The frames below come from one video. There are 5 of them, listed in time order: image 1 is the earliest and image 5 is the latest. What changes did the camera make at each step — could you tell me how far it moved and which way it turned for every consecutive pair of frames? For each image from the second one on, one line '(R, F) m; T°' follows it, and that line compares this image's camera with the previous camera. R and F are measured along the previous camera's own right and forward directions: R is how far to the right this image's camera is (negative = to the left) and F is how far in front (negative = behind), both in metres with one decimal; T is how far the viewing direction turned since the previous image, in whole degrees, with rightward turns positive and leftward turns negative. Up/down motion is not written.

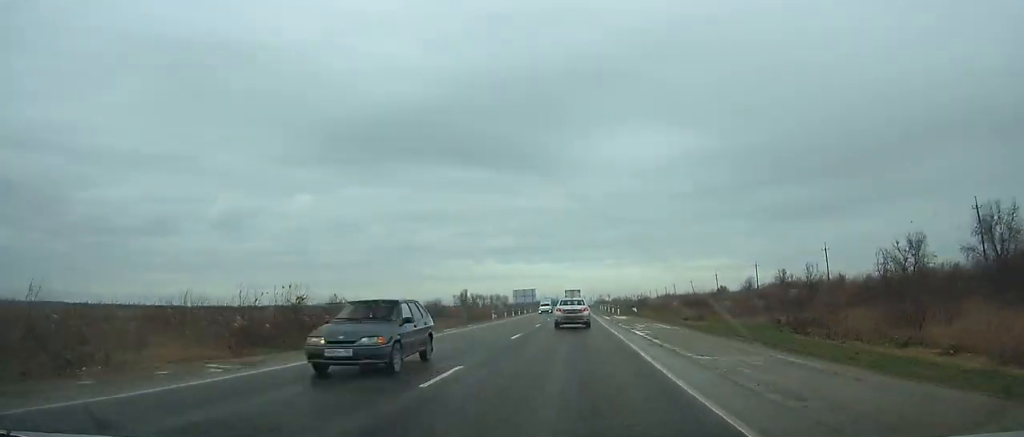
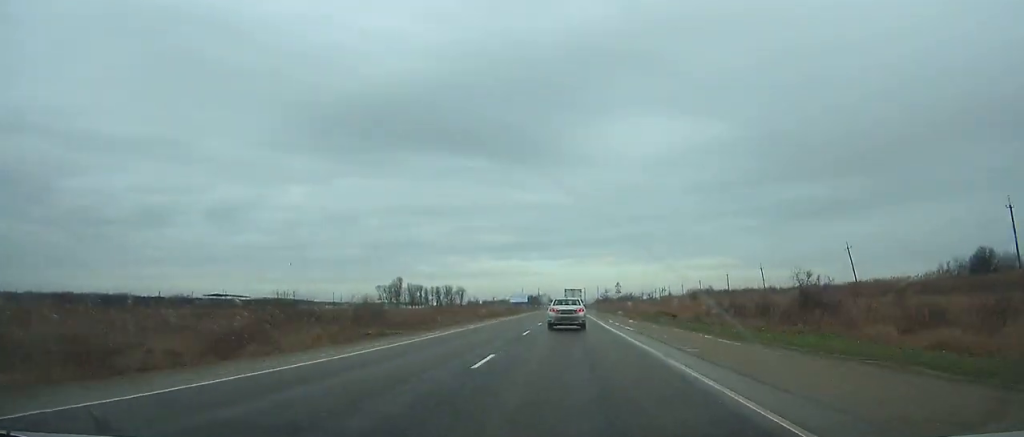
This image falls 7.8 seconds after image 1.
(+0.7, +151.8) m; 0°
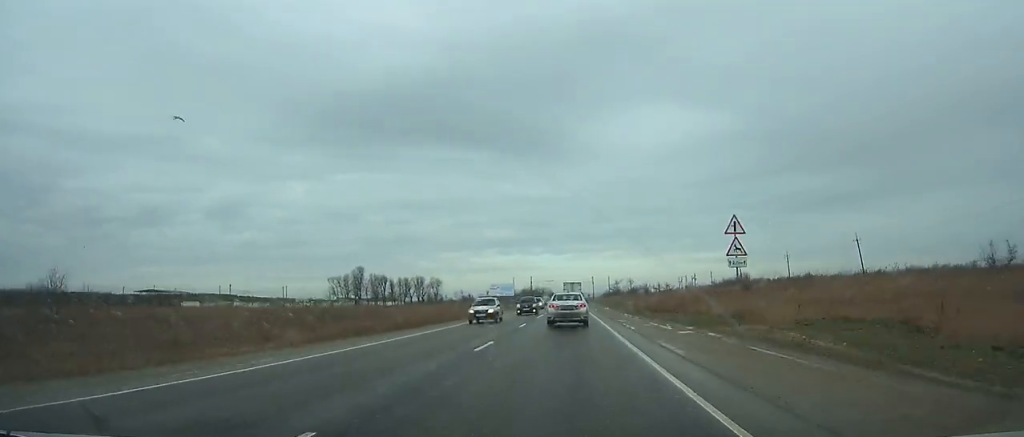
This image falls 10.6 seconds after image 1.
(+0.1, +55.6) m; 0°
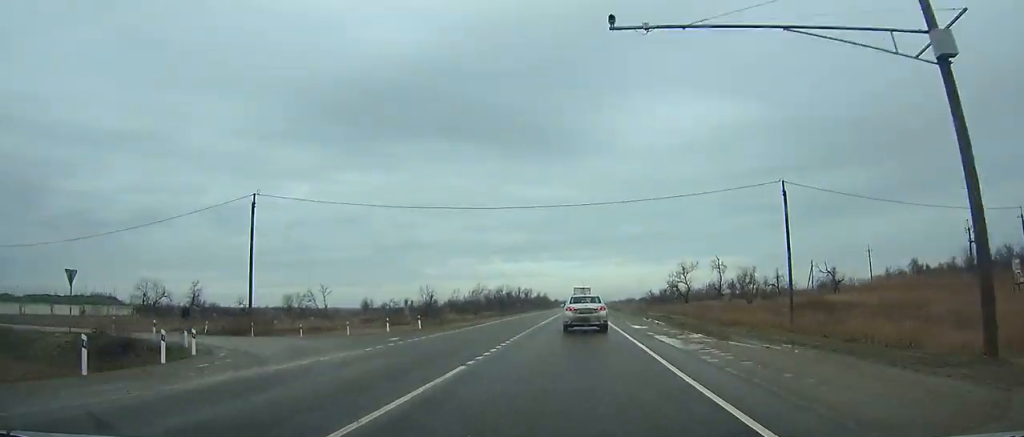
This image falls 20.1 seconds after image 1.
(-0.6, +181.9) m; 0°
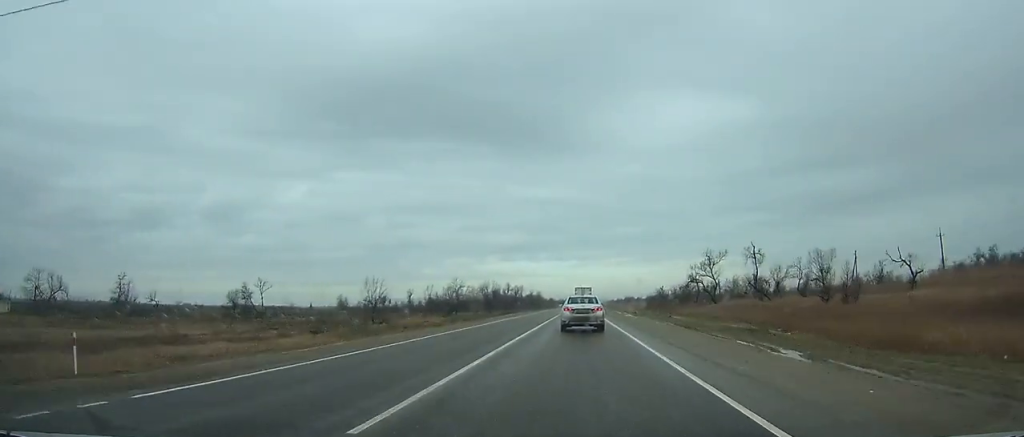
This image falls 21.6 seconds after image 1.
(0.0, +27.9) m; 0°
